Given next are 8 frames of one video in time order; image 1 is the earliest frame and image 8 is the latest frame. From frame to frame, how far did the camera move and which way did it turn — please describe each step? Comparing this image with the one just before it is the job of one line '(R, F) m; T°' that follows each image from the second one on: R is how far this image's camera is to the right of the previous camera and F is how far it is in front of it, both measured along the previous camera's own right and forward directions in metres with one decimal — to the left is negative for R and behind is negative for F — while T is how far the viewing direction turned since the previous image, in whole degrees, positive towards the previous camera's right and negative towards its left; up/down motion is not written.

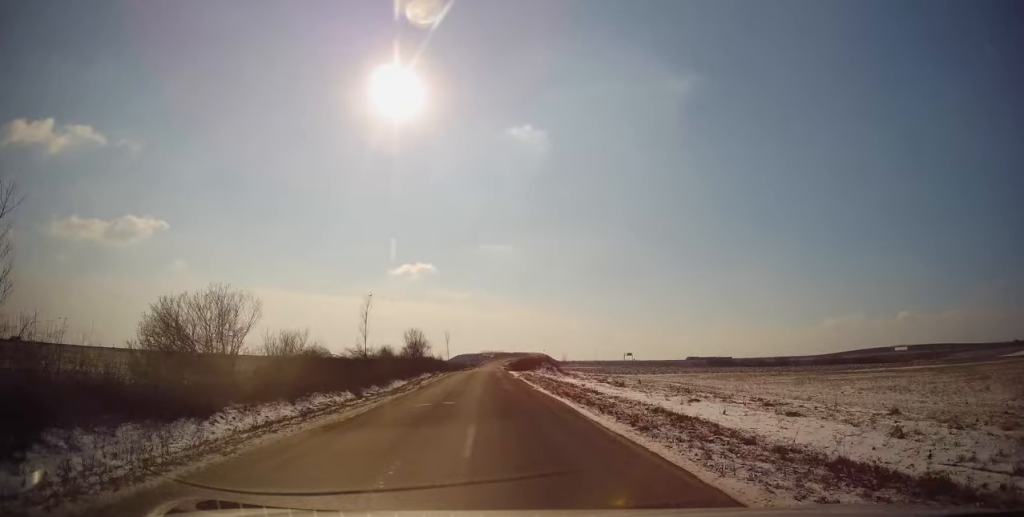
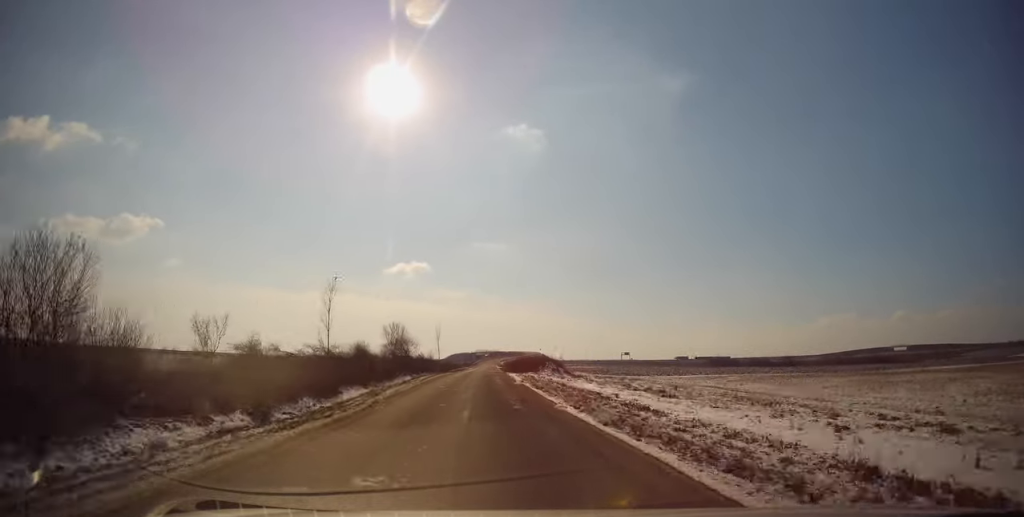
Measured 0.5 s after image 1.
(0.0, +9.8) m; +1°
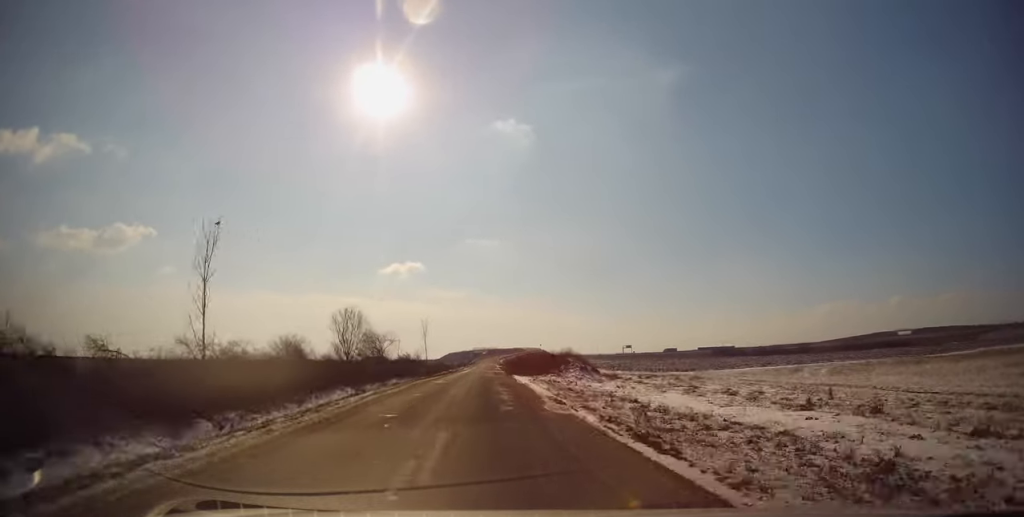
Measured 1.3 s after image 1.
(+0.2, +16.7) m; 0°
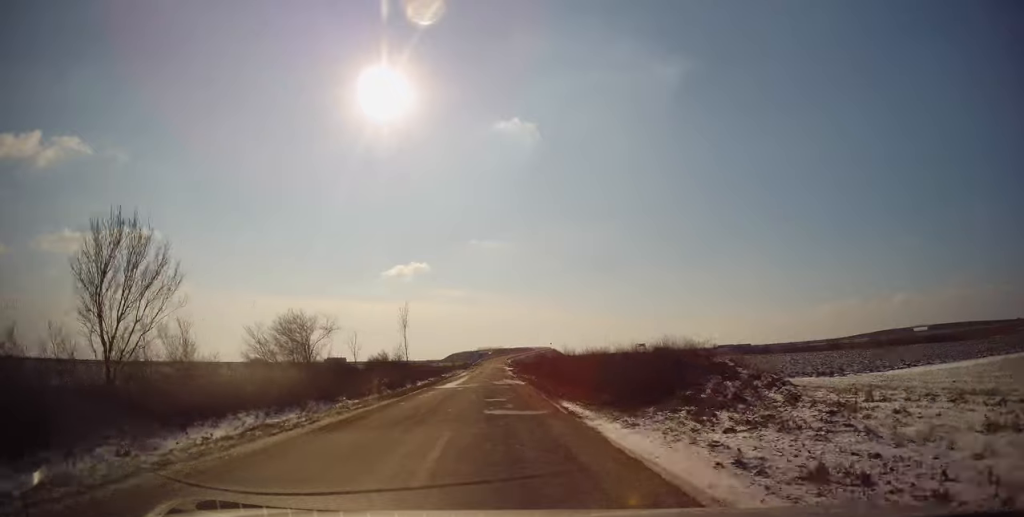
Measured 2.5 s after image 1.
(-0.2, +25.0) m; -1°
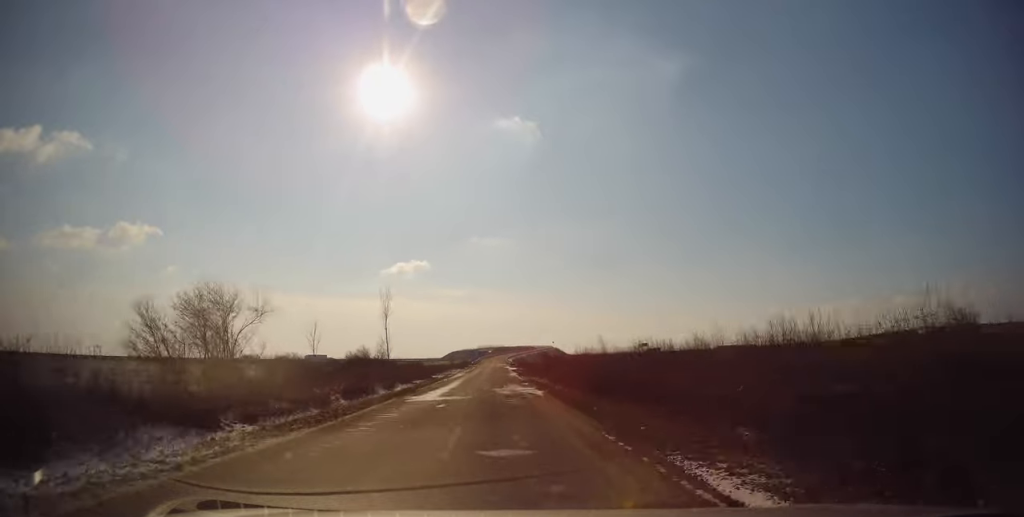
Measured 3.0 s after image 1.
(0.0, +10.4) m; 0°
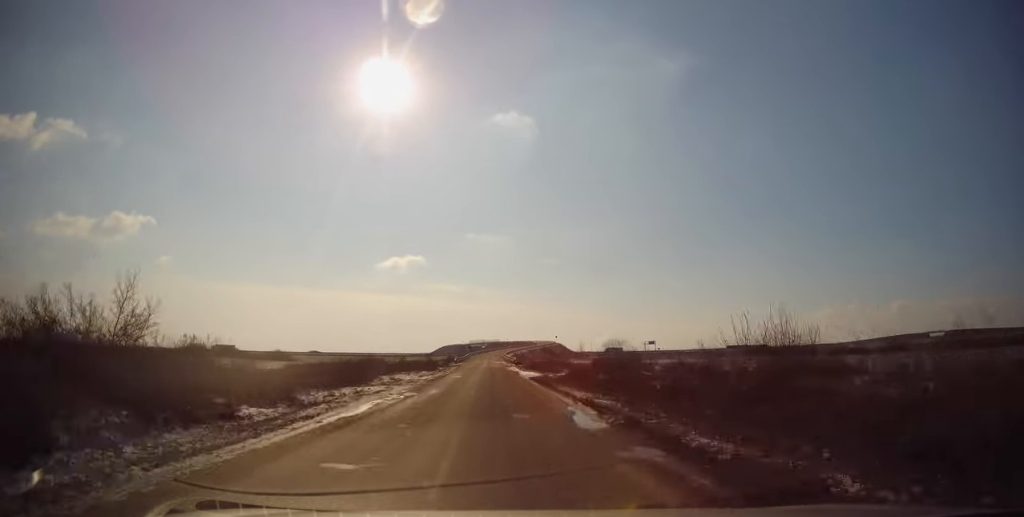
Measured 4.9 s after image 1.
(+0.4, +39.7) m; 0°
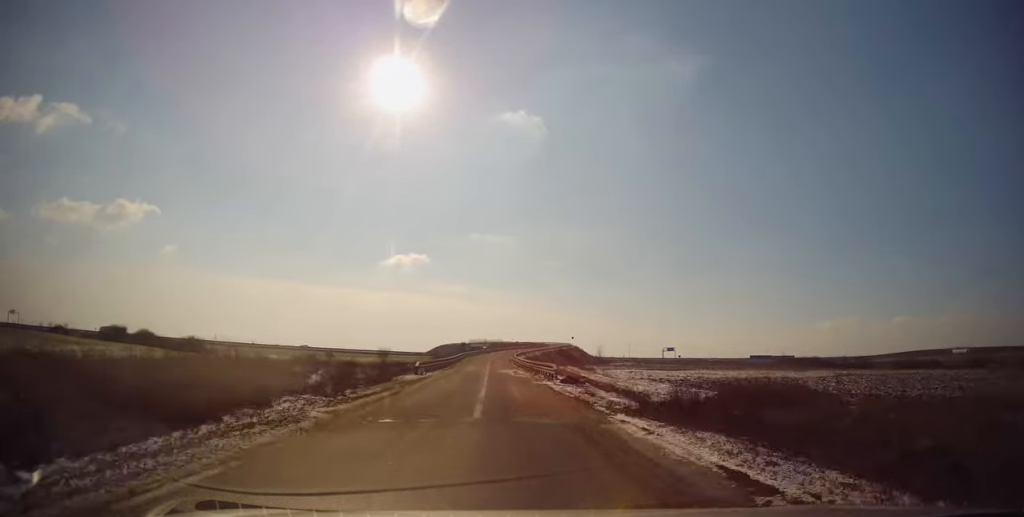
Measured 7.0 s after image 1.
(0.0, +43.8) m; 0°
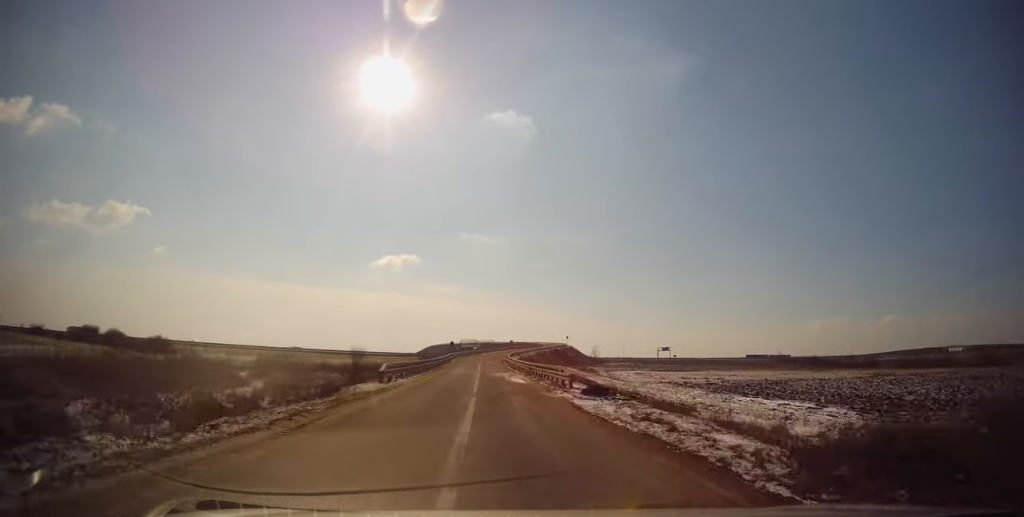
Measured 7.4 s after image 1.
(-0.2, +8.7) m; 0°
